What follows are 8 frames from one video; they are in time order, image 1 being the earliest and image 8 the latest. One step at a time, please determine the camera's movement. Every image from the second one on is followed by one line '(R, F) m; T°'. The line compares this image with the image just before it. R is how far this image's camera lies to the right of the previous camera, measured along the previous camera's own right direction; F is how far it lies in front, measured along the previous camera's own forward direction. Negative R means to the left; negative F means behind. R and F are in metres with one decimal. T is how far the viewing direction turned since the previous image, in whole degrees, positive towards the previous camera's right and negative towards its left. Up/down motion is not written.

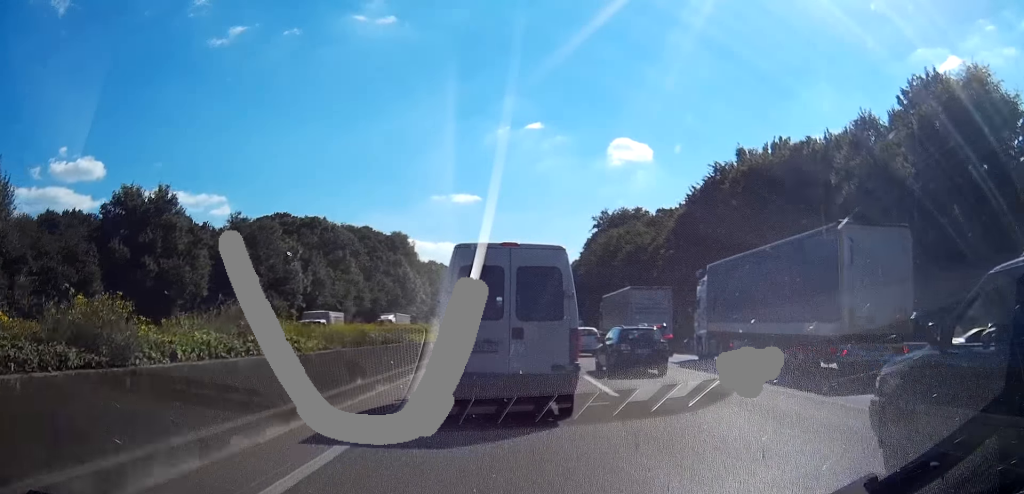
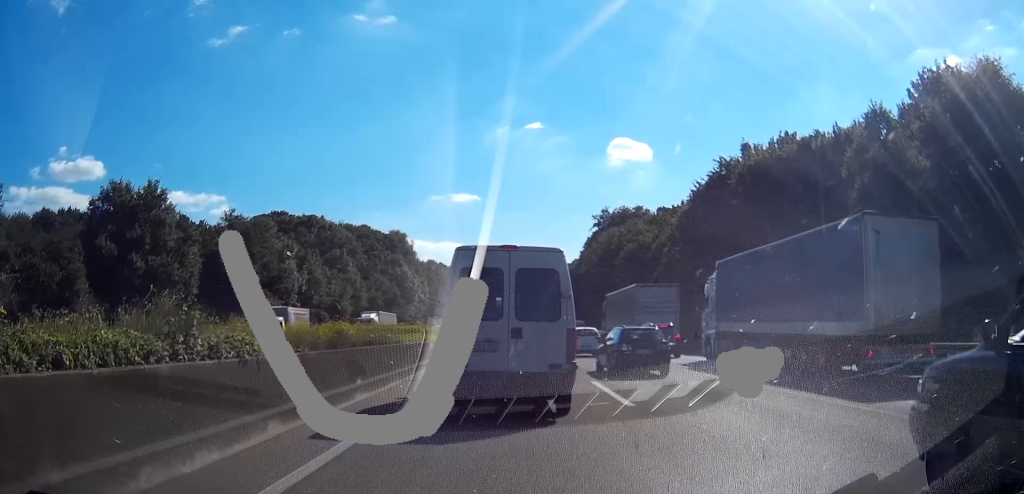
(0.0, +2.2) m; 0°
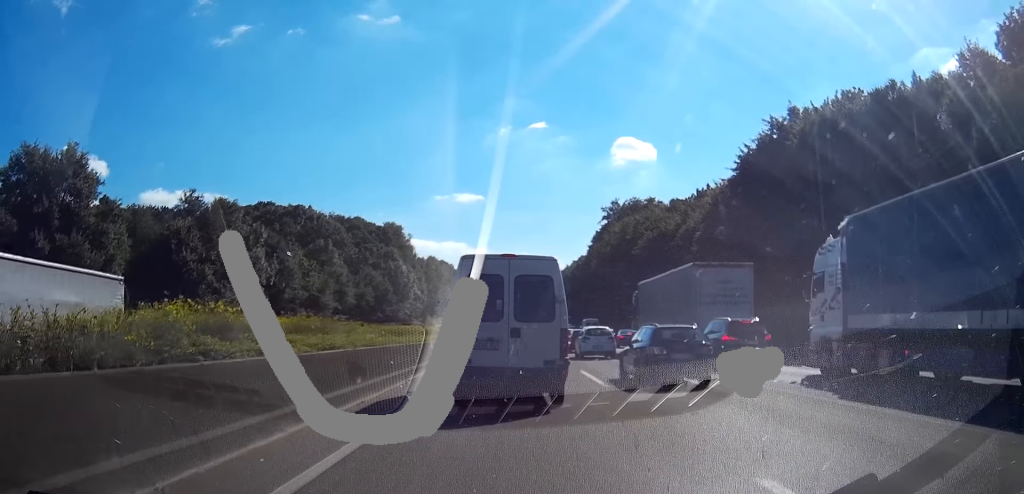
(+0.2, +14.2) m; +3°
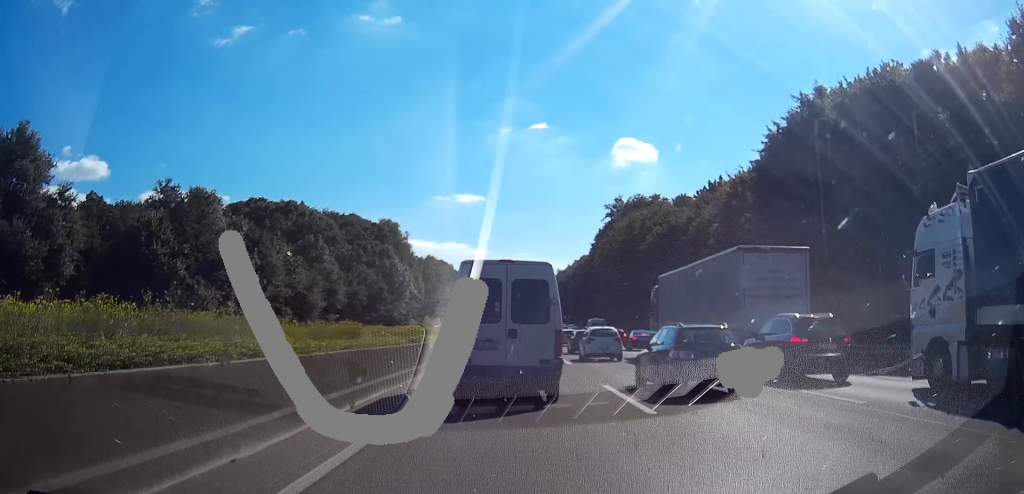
(-0.1, +6.8) m; -3°
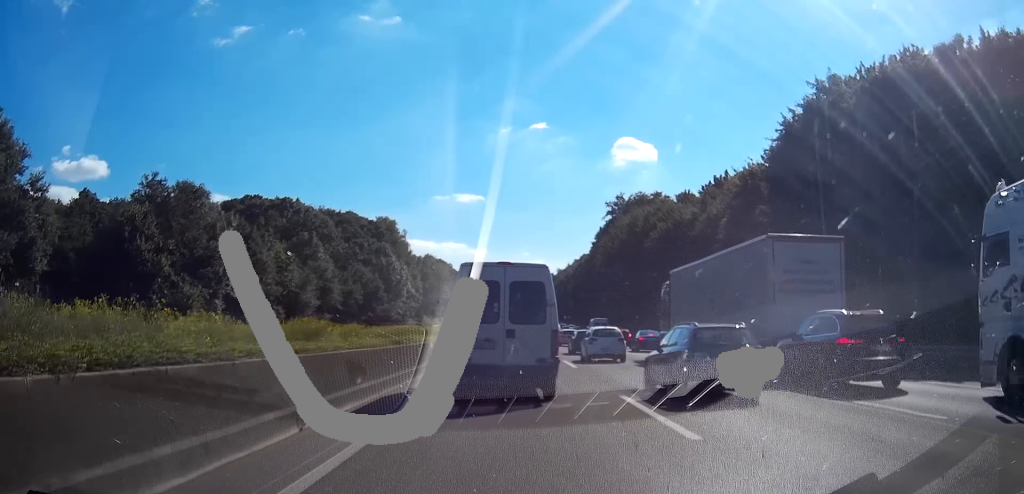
(-0.1, +3.3) m; -2°
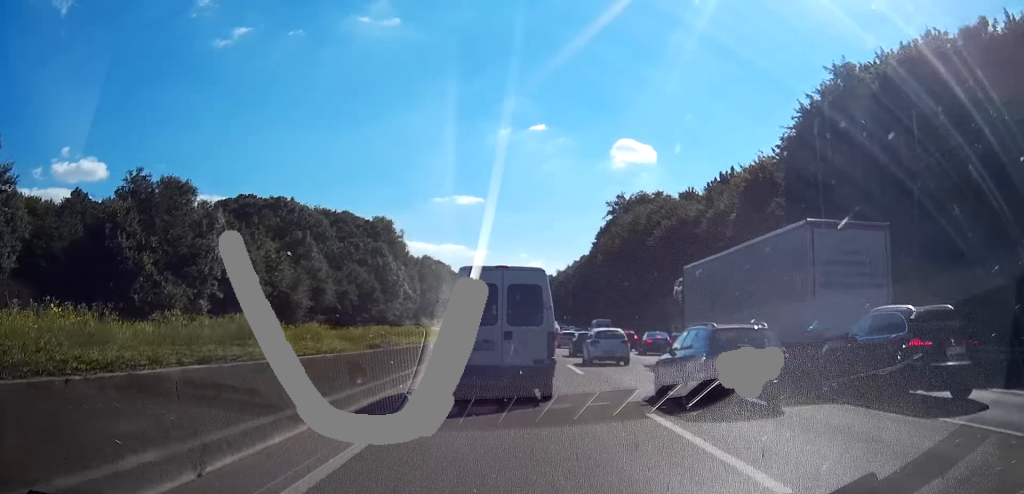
(-0.1, +3.5) m; -1°
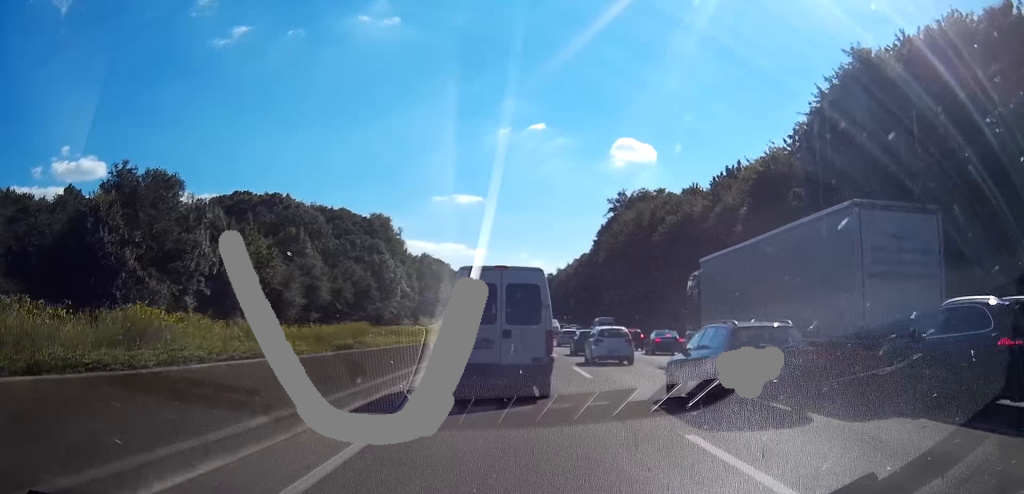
(-0.1, +3.1) m; 0°
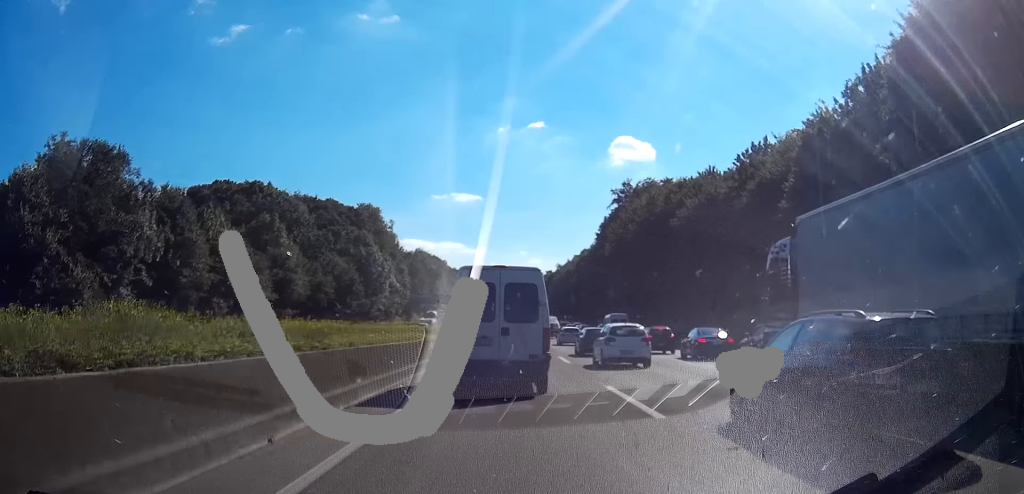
(+0.1, +11.2) m; +1°
